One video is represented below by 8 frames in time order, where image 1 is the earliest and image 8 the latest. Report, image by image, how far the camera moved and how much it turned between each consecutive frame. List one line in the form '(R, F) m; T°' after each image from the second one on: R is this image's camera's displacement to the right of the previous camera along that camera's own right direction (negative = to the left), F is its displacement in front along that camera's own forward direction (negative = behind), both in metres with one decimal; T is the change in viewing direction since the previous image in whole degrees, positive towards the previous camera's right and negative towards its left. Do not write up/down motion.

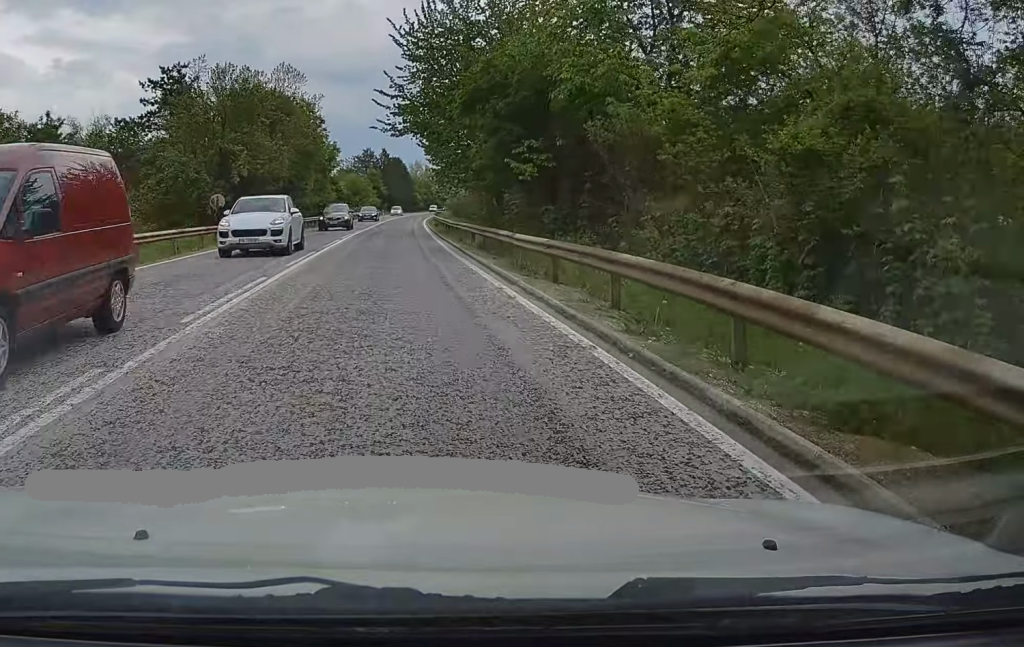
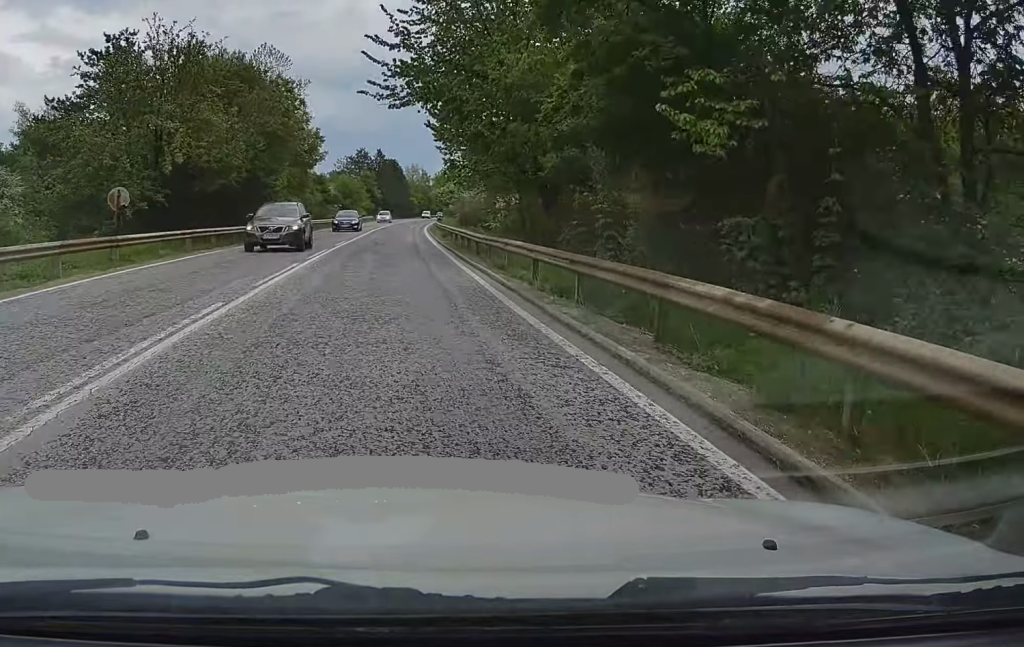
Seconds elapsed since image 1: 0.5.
(+0.1, +13.3) m; +1°
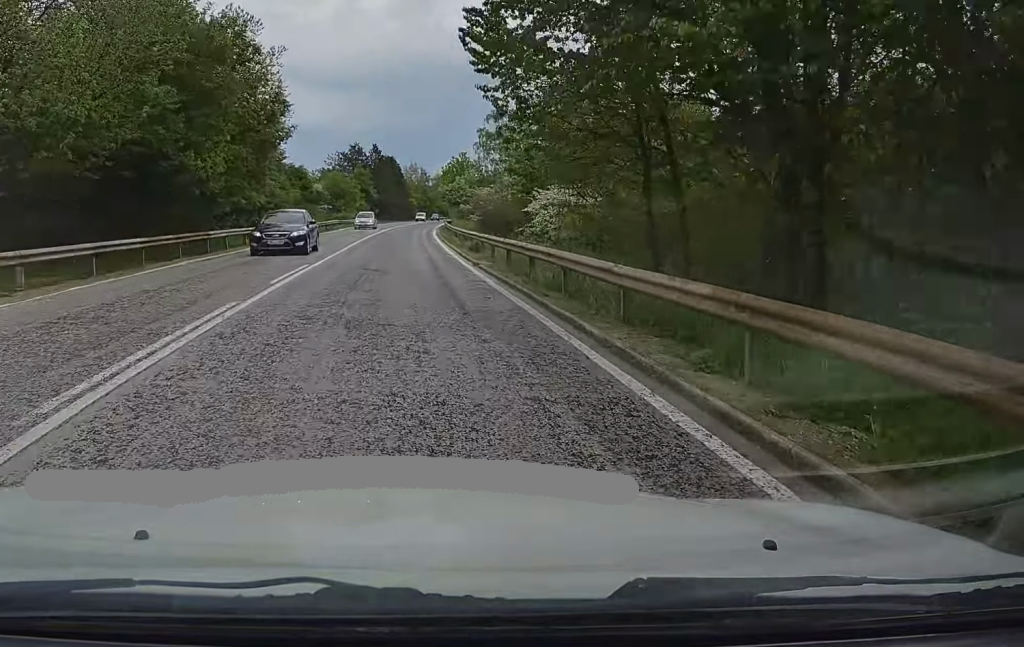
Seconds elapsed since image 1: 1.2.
(+0.1, +17.5) m; +1°
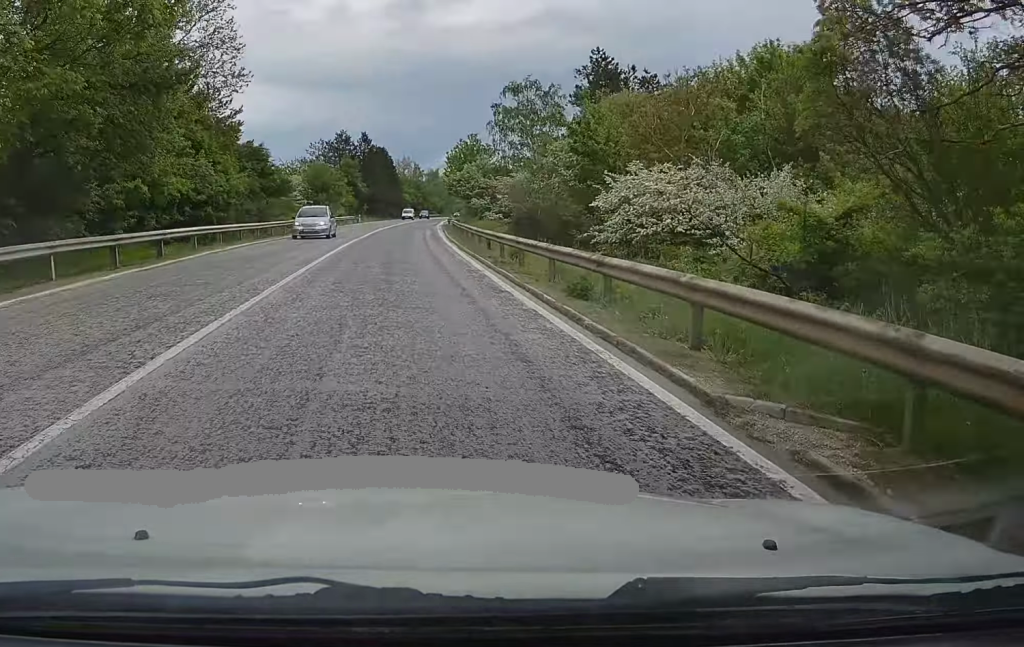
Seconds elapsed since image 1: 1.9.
(0.0, +17.5) m; +1°
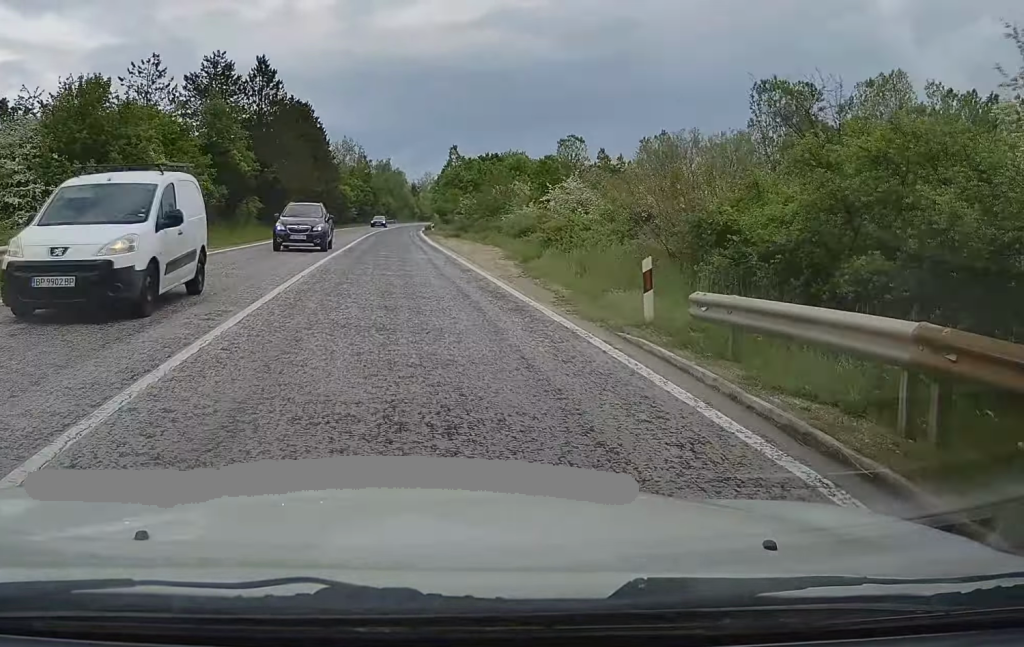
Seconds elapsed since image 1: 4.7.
(+1.0, +69.2) m; +2°
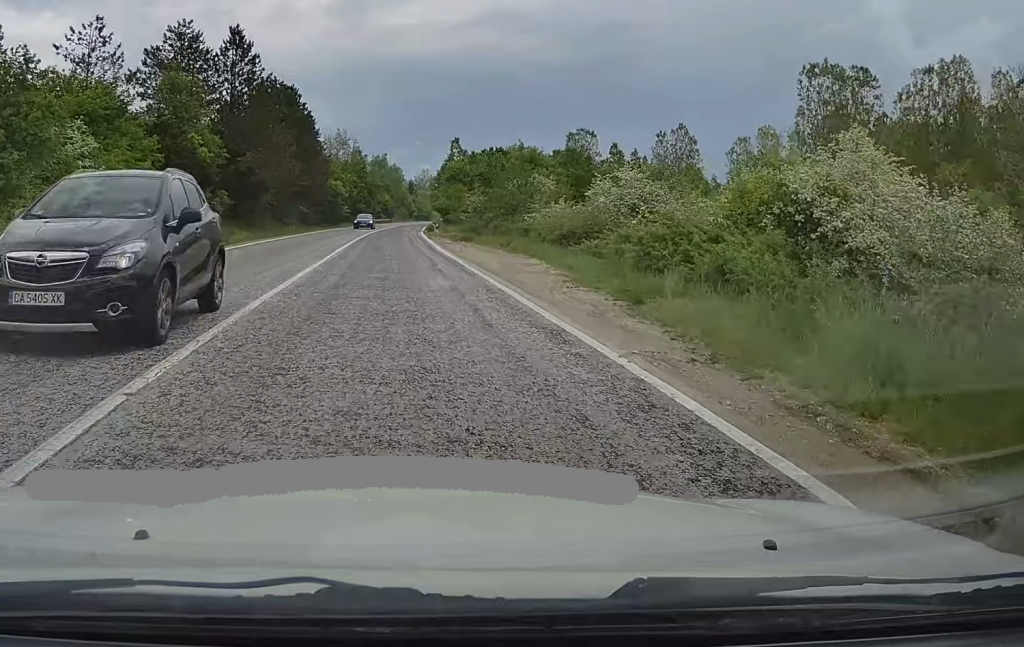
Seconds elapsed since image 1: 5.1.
(+0.1, +10.8) m; 0°
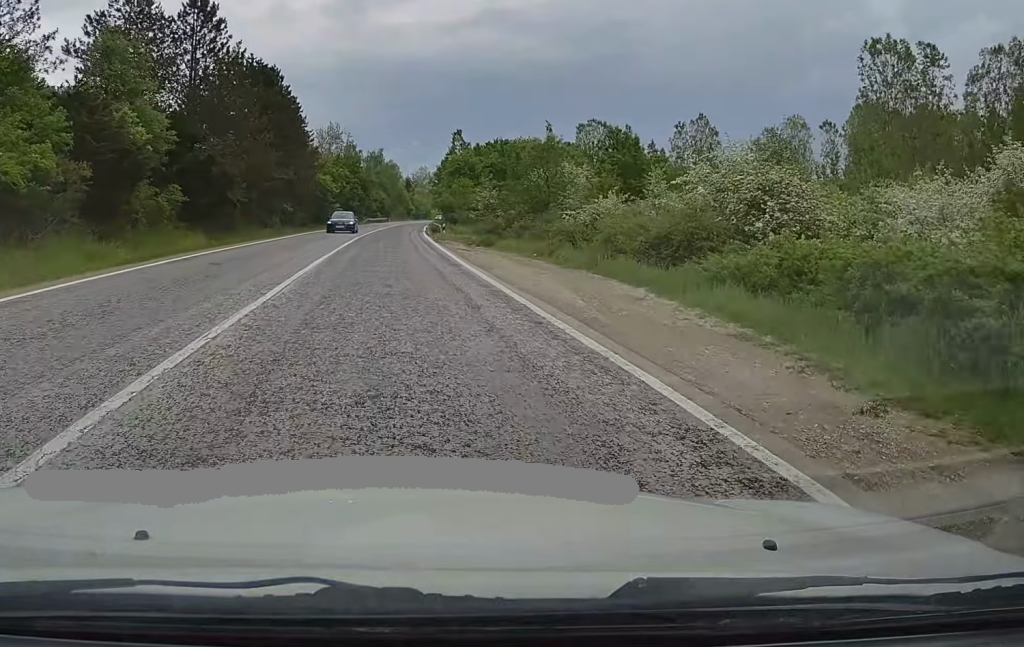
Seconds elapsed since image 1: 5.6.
(+0.1, +10.8) m; 0°
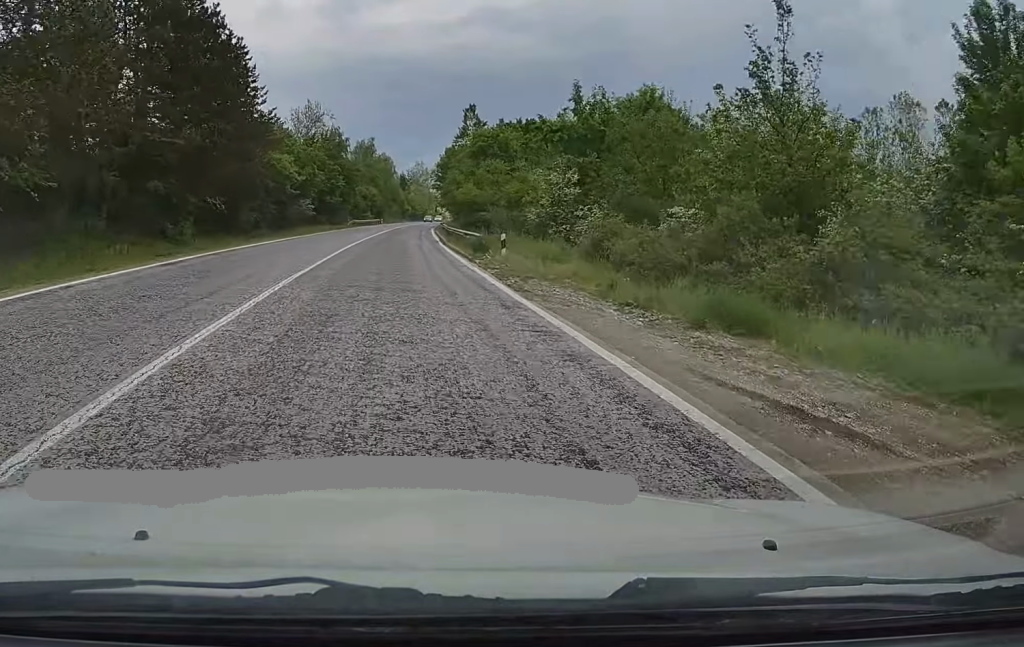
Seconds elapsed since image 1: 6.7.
(+0.1, +28.4) m; 0°
